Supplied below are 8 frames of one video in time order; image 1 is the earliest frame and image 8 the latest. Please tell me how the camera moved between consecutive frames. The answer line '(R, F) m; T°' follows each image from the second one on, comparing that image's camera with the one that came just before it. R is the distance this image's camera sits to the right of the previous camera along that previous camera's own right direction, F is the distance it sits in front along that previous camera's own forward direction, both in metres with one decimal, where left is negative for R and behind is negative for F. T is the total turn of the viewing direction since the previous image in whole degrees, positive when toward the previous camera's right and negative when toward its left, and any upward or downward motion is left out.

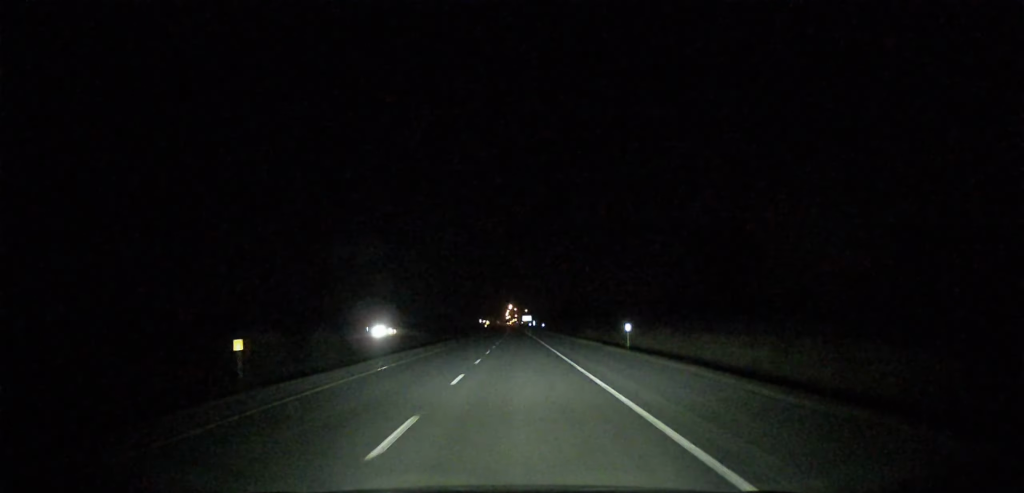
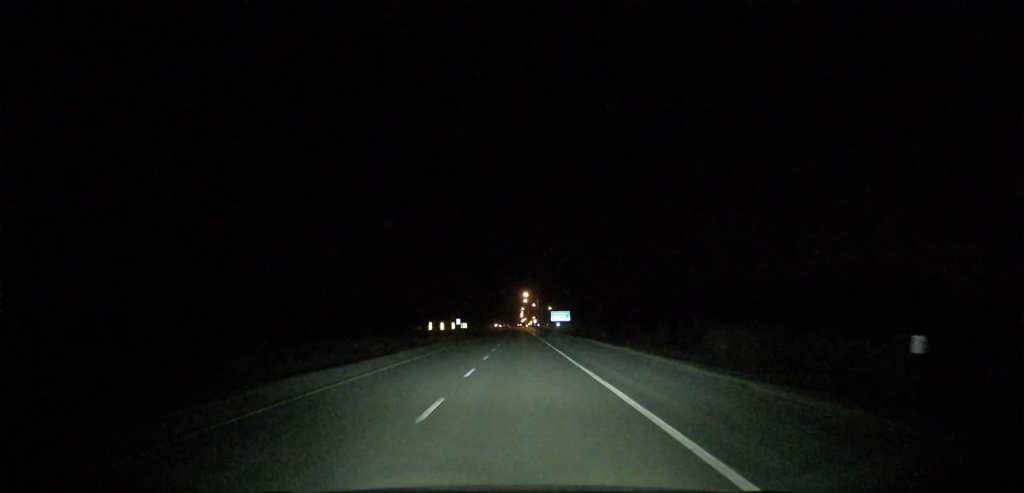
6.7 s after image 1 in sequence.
(-2.0, +235.4) m; -1°
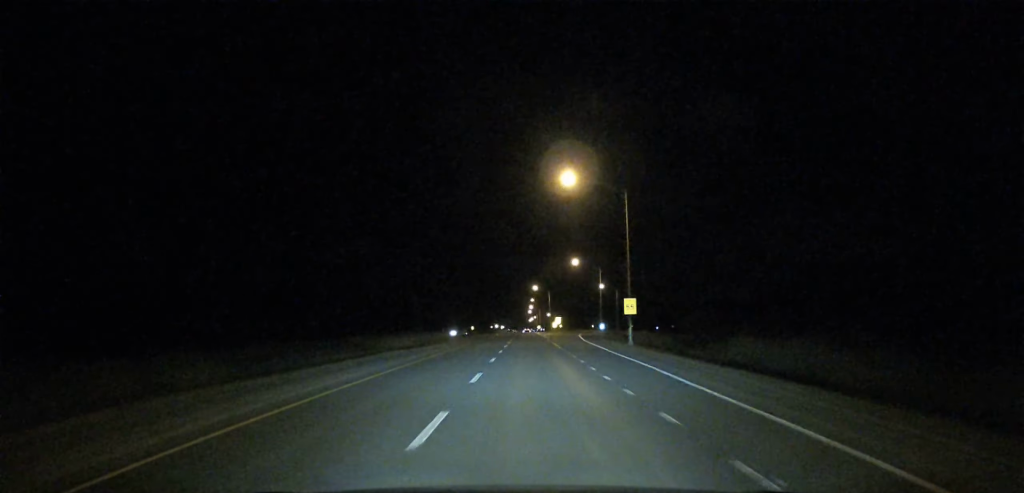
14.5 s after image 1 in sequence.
(-1.5, +268.5) m; 0°
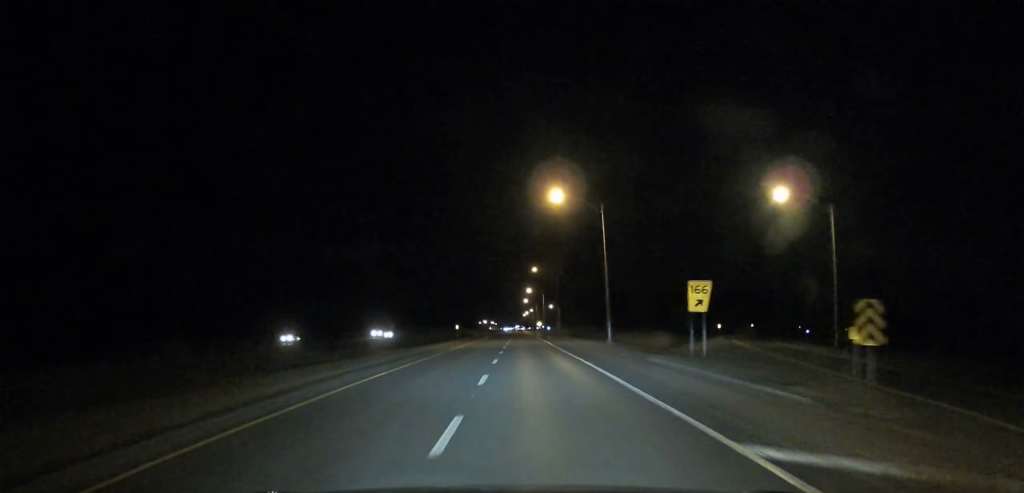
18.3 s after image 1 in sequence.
(+0.5, +135.4) m; 0°
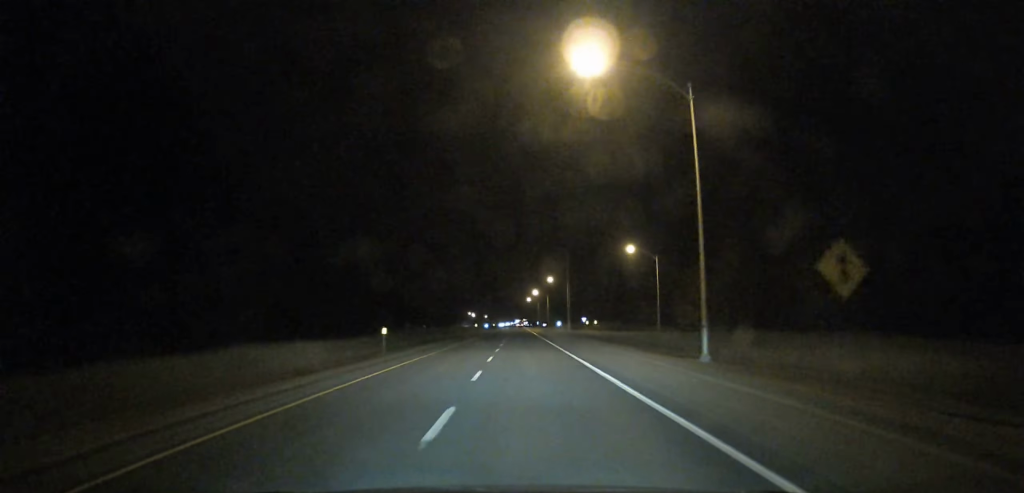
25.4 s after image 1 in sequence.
(0.0, +256.8) m; 0°
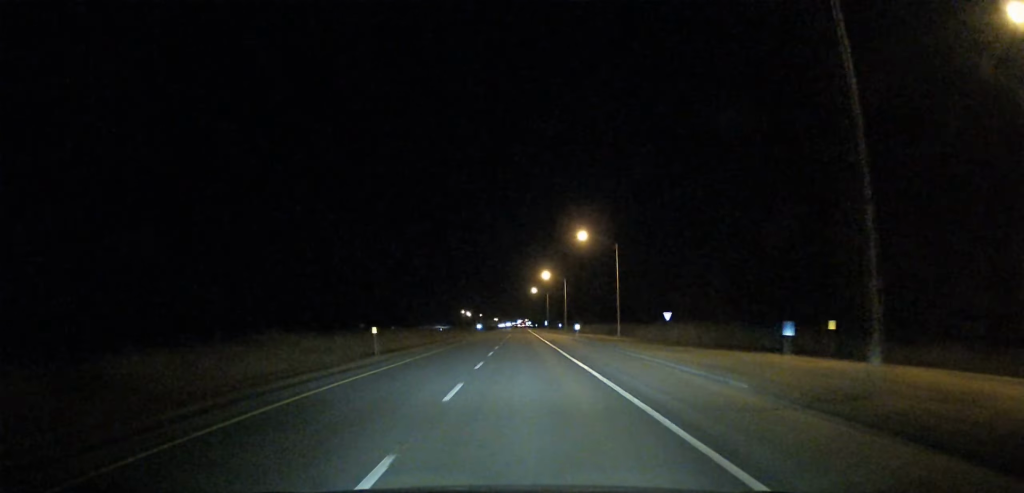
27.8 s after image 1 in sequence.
(0.0, +103.1) m; 0°
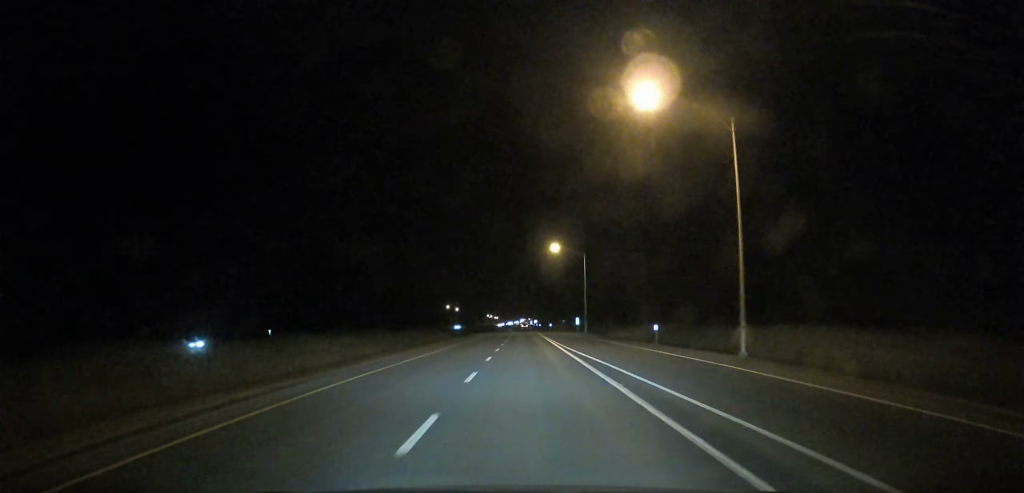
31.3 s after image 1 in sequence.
(0.0, +157.3) m; 0°
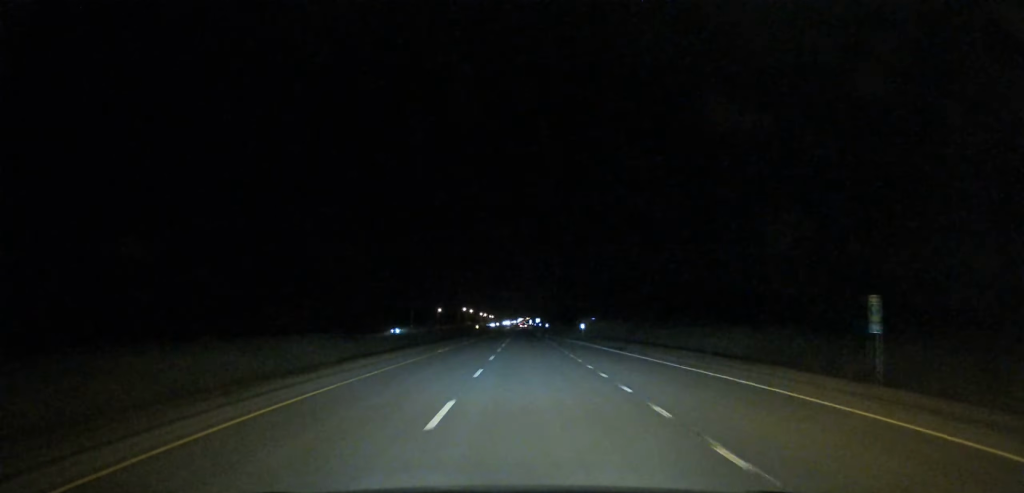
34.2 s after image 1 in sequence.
(0.0, +136.2) m; 0°
